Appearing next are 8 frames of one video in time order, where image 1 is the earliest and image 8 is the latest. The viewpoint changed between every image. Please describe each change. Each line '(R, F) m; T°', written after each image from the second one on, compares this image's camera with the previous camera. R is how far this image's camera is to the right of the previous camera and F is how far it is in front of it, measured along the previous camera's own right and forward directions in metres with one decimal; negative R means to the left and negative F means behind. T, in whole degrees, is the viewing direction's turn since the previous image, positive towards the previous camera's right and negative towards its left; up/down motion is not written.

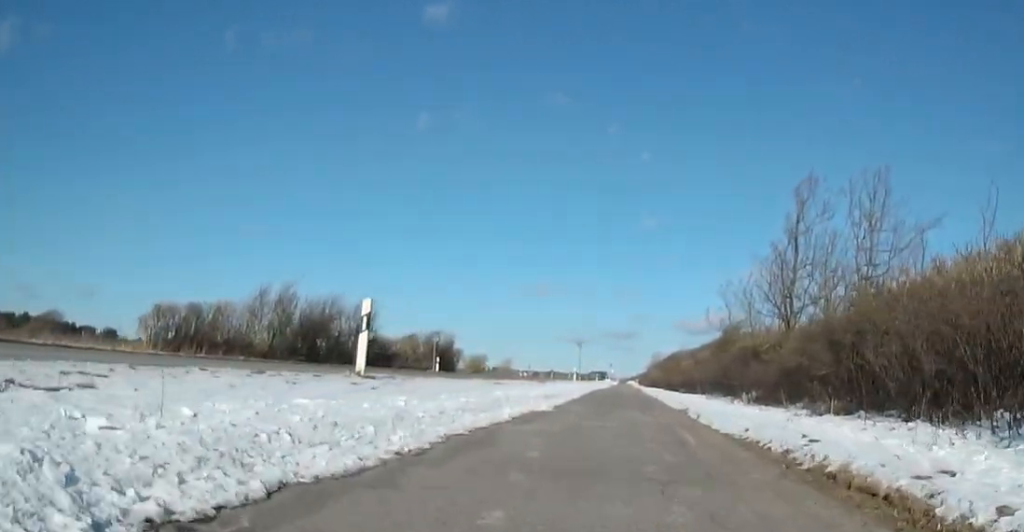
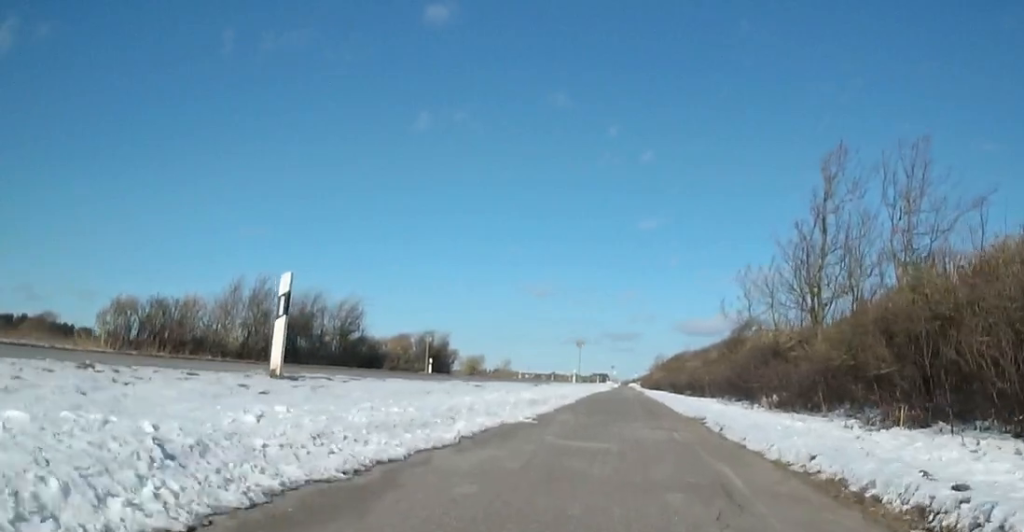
(-0.2, +2.9) m; 0°
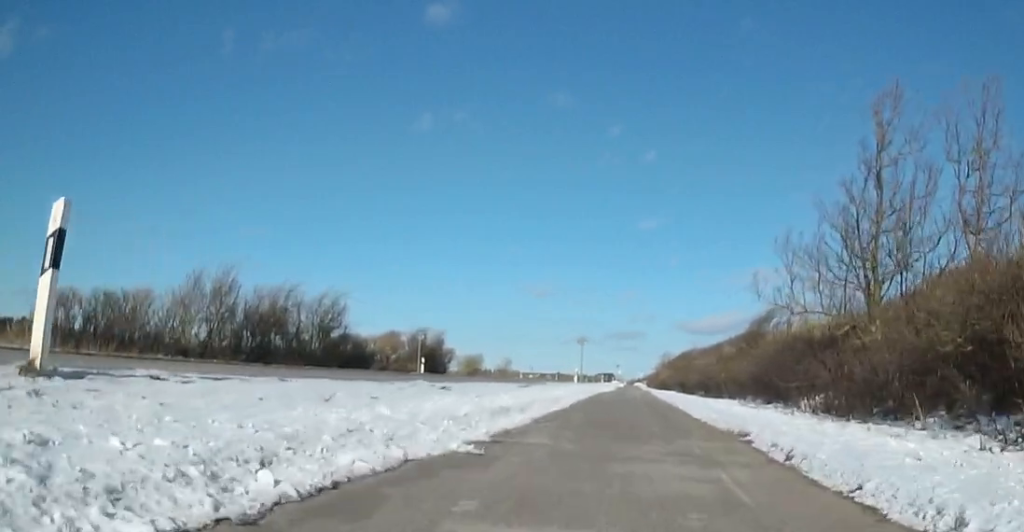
(+0.3, +3.7) m; 0°
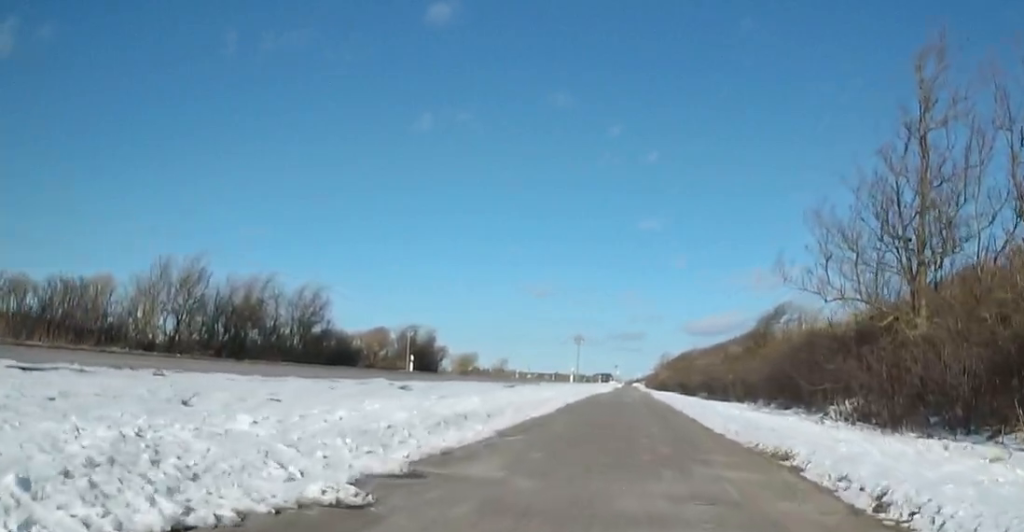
(-0.1, +2.4) m; 0°
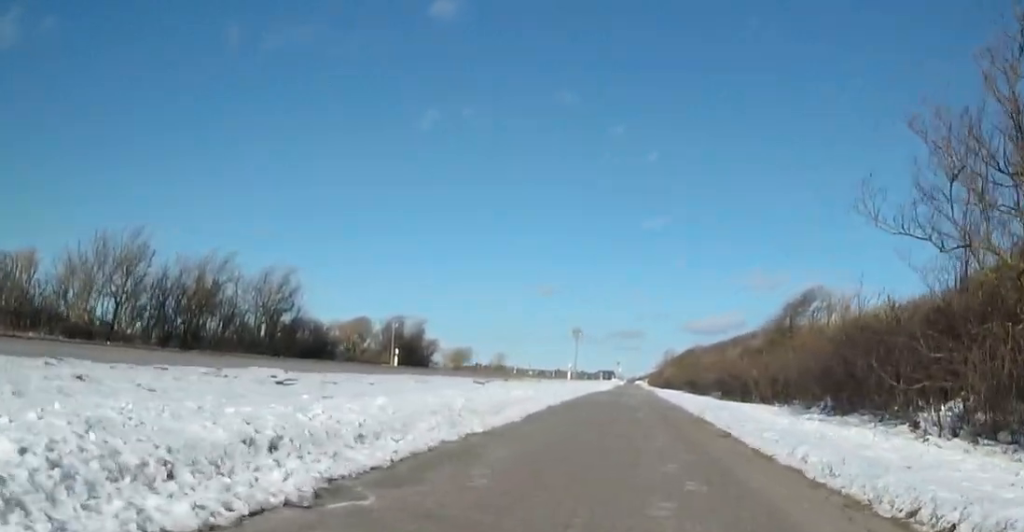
(-0.2, +4.2) m; 0°
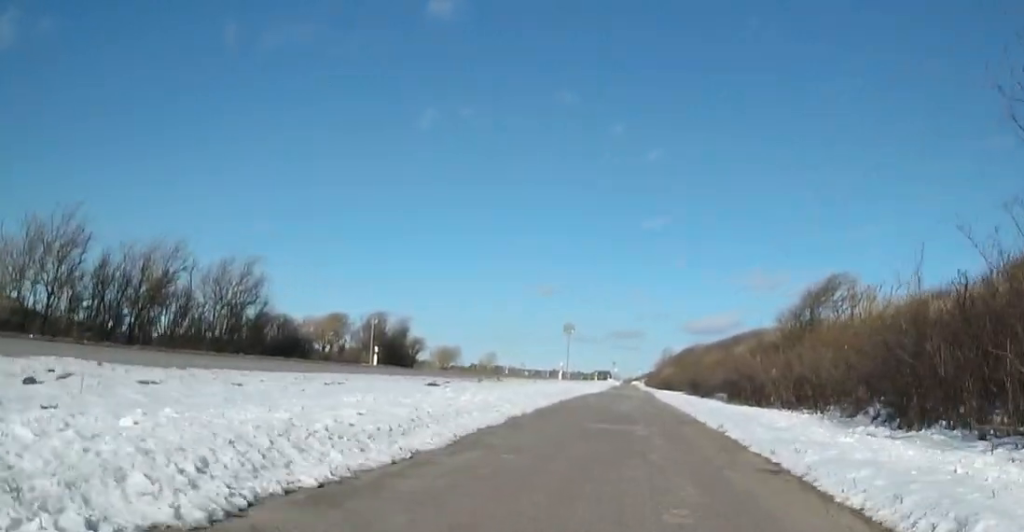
(+0.3, +3.3) m; 0°
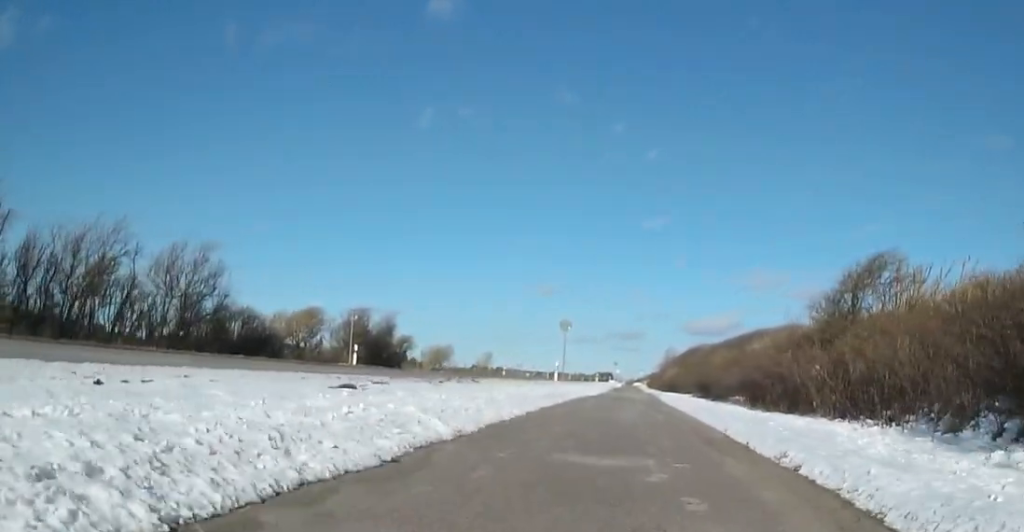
(-0.2, +3.9) m; 0°
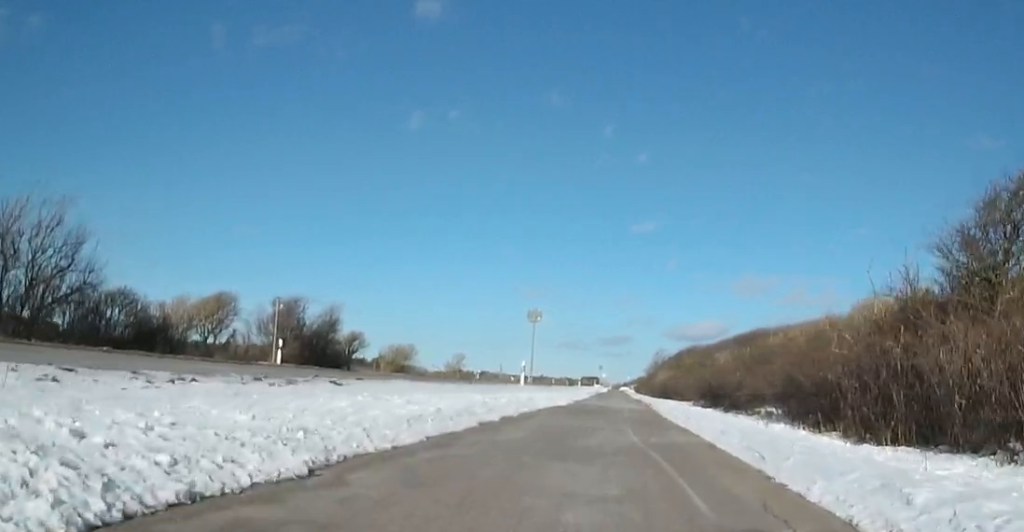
(+0.1, +8.3) m; 0°
